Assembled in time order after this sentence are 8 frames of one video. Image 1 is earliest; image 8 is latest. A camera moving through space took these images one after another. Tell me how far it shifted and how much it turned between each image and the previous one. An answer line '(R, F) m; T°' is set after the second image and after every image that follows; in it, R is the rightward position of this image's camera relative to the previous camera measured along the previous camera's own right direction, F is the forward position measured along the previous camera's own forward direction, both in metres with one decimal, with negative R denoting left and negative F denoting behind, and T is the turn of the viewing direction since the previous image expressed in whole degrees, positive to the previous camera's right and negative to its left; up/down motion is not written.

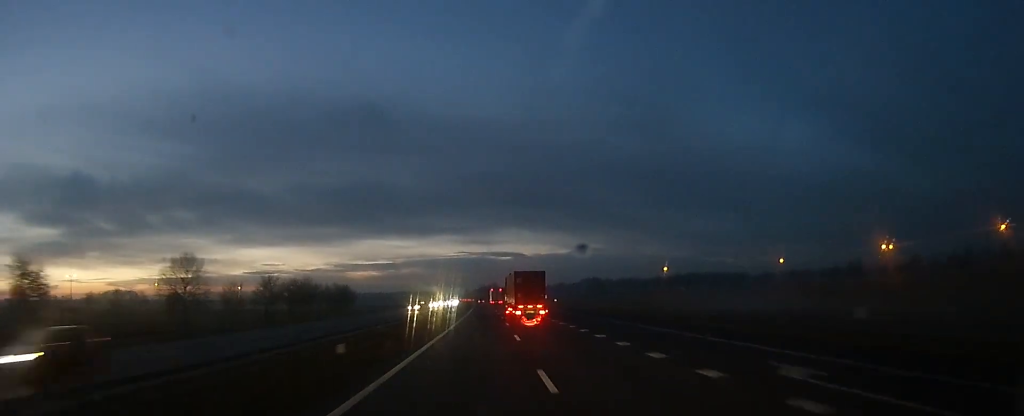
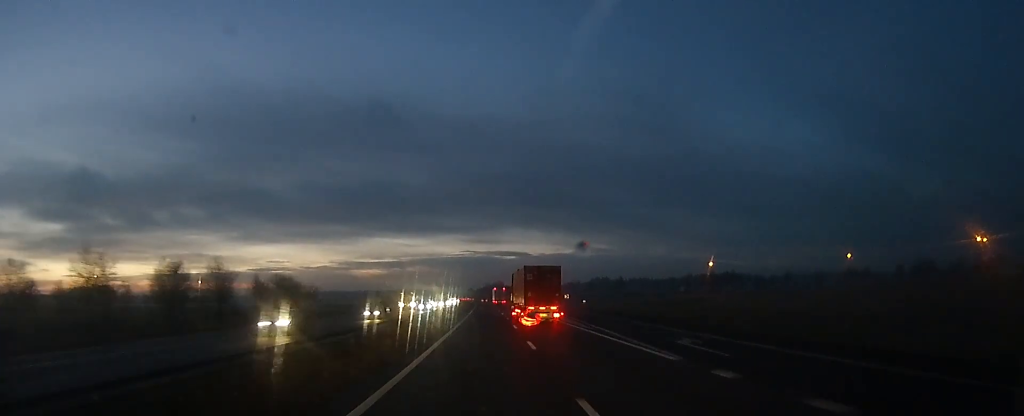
(0.0, +40.0) m; 0°
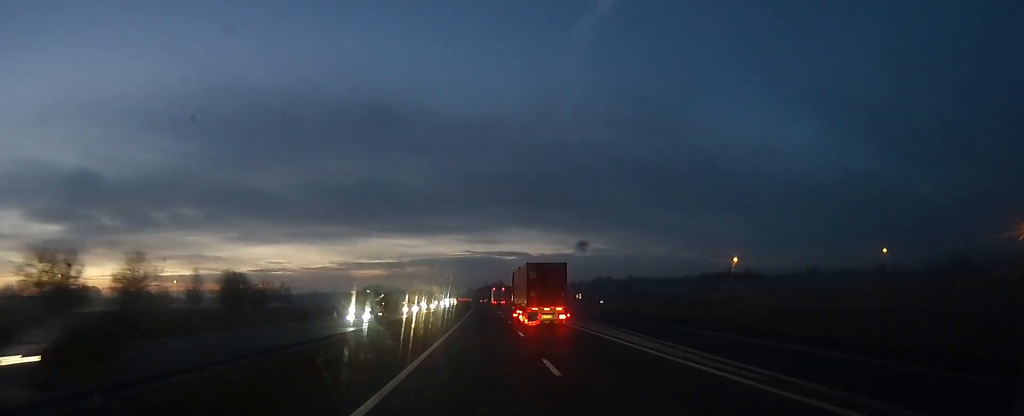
(0.0, +18.0) m; 0°
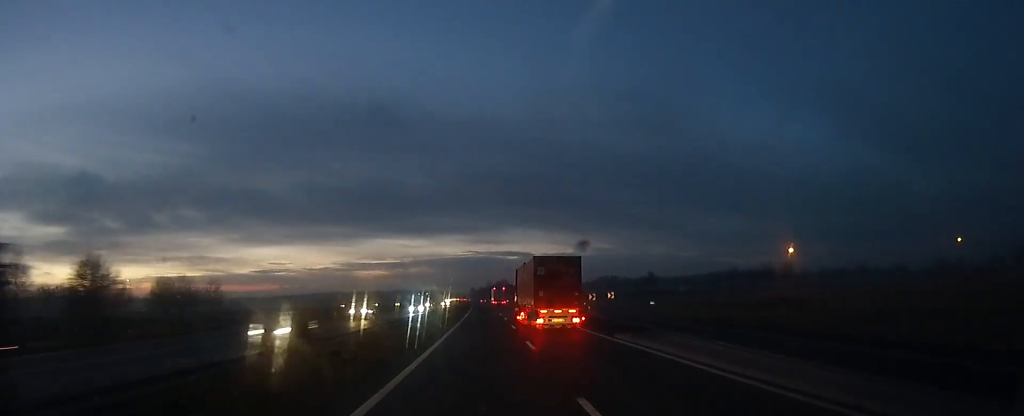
(0.0, +29.7) m; 0°
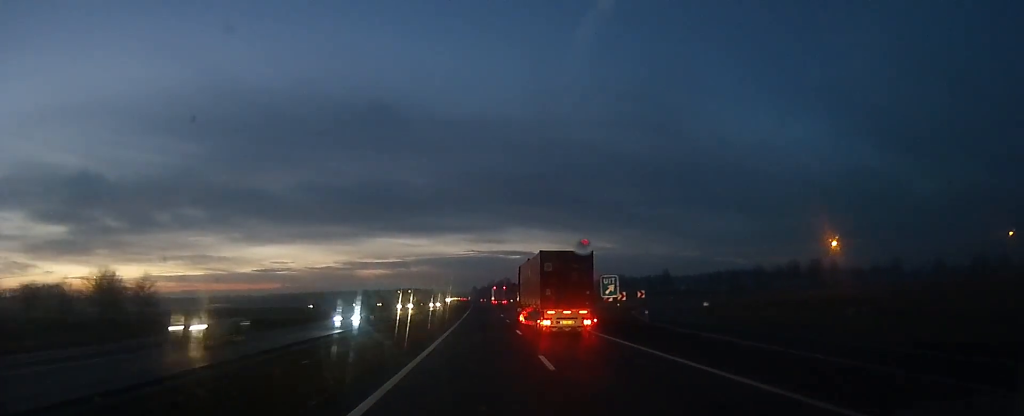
(0.0, +17.4) m; 0°
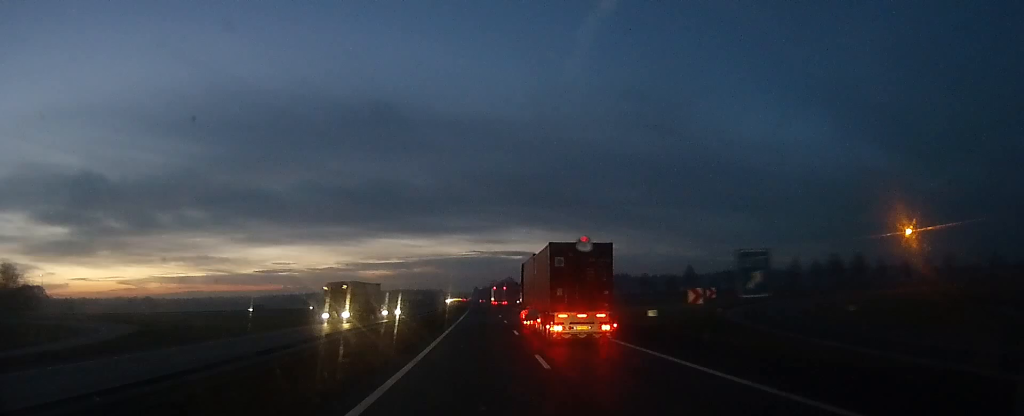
(0.0, +23.5) m; 0°
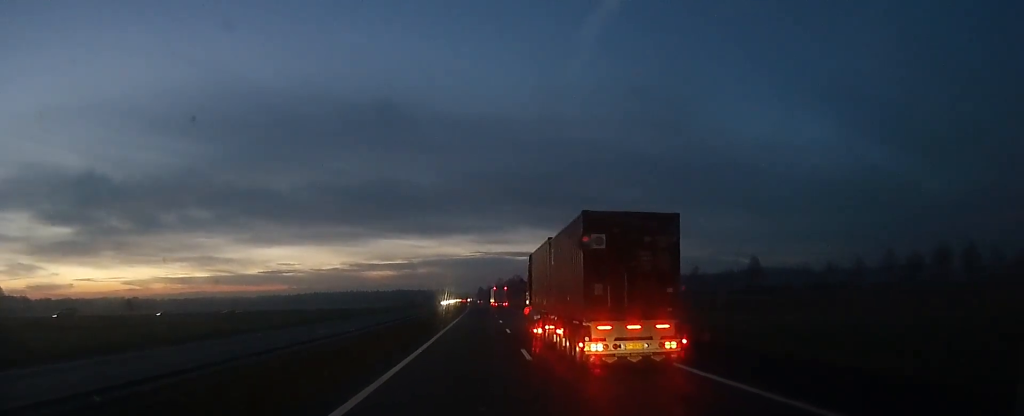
(0.0, +45.8) m; 0°
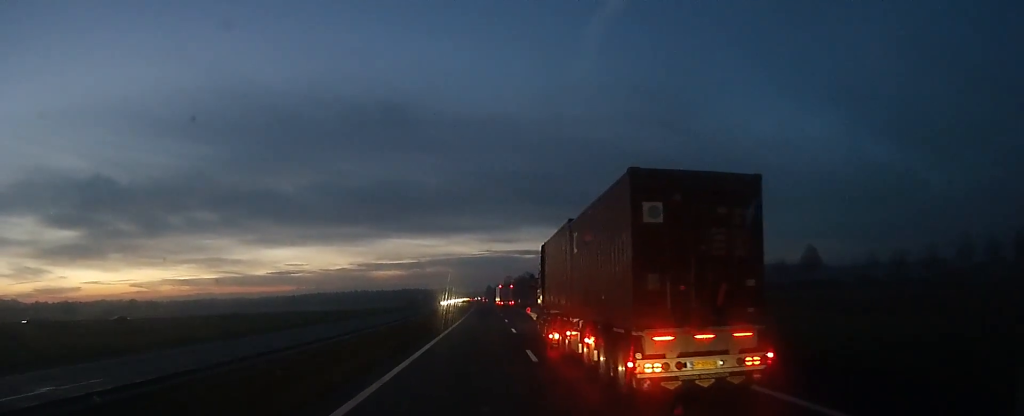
(0.0, +24.8) m; 0°
